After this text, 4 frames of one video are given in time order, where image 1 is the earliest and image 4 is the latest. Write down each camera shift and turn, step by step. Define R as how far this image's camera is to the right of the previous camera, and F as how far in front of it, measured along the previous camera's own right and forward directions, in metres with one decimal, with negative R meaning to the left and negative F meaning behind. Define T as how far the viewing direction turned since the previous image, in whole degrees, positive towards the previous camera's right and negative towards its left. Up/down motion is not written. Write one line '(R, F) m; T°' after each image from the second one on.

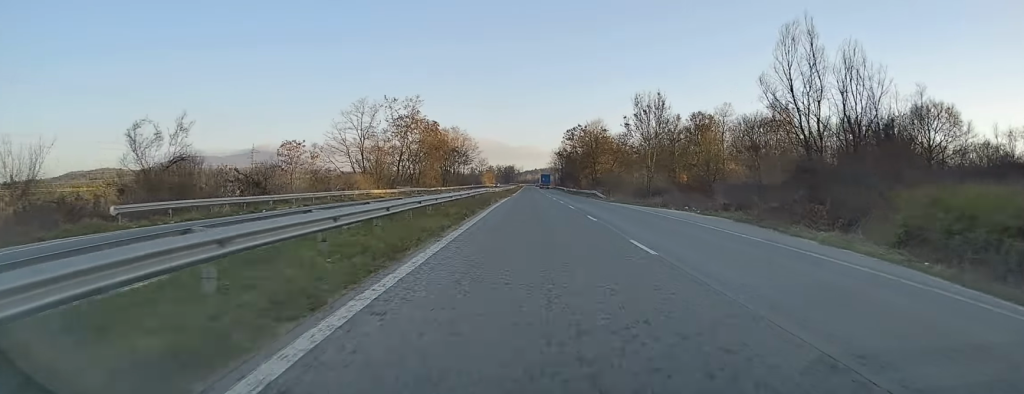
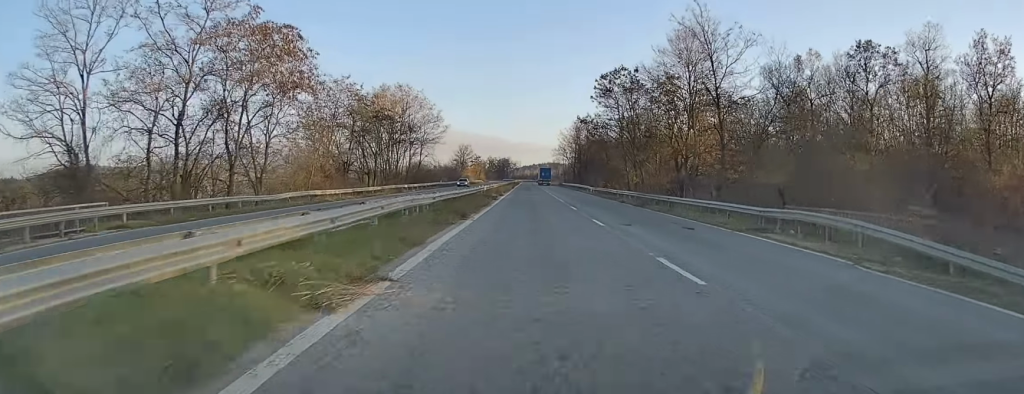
(-0.4, +63.8) m; 0°
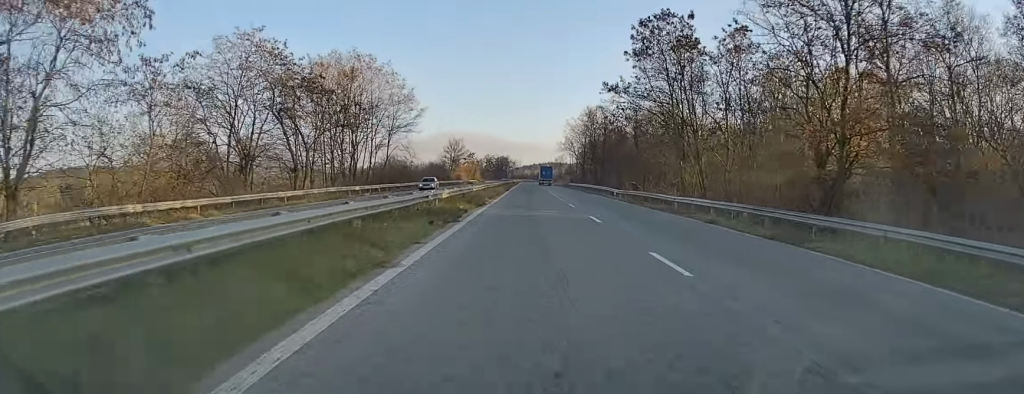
(+0.2, +23.9) m; 0°
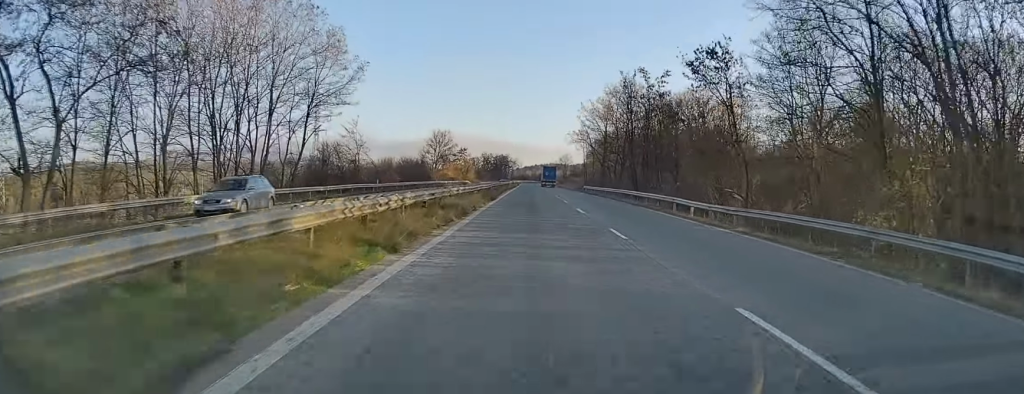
(+0.1, +29.5) m; 0°
